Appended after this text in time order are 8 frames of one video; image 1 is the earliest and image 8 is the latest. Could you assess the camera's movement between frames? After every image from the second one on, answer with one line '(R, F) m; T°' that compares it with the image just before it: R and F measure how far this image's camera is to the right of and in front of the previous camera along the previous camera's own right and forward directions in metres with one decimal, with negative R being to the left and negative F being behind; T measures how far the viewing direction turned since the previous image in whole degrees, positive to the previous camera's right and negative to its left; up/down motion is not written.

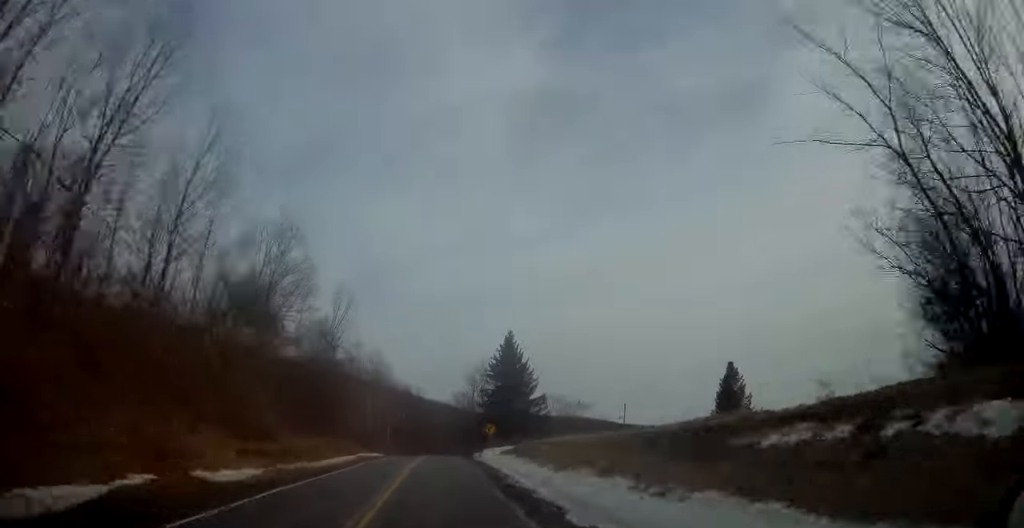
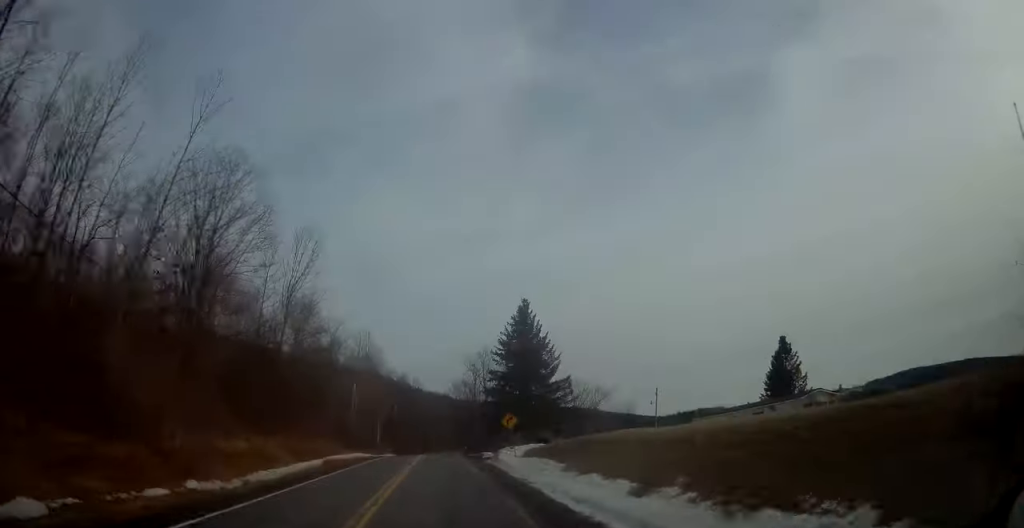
(+0.1, +13.5) m; +1°
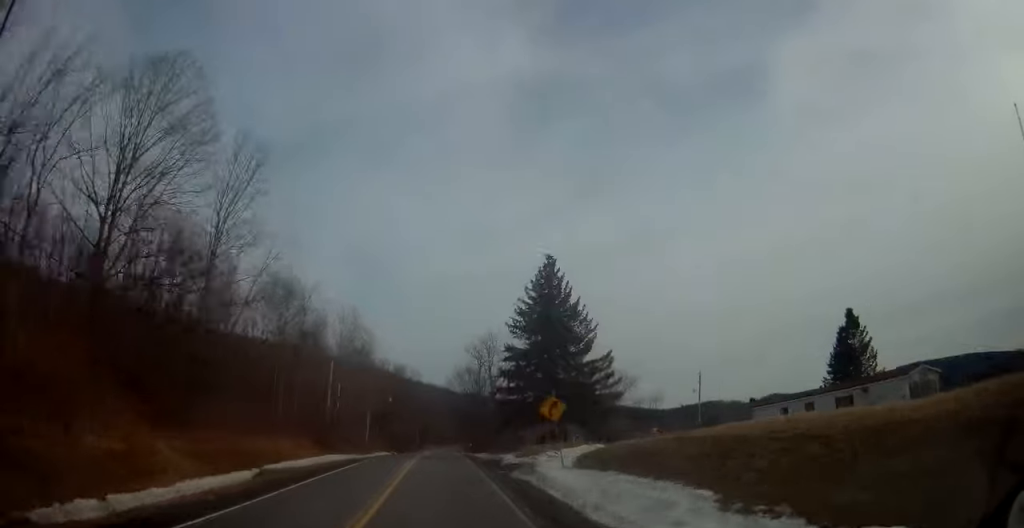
(0.0, +12.5) m; 0°
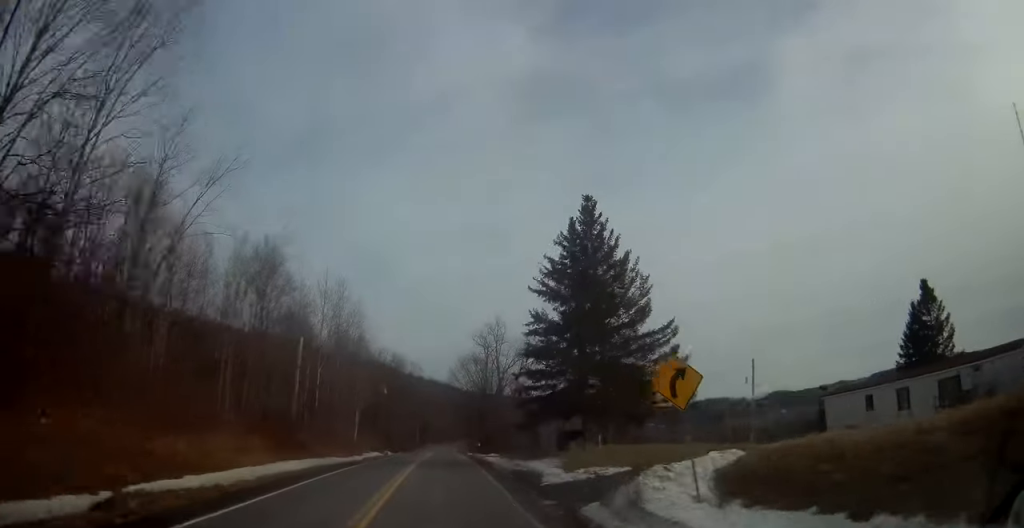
(0.0, +10.9) m; 0°
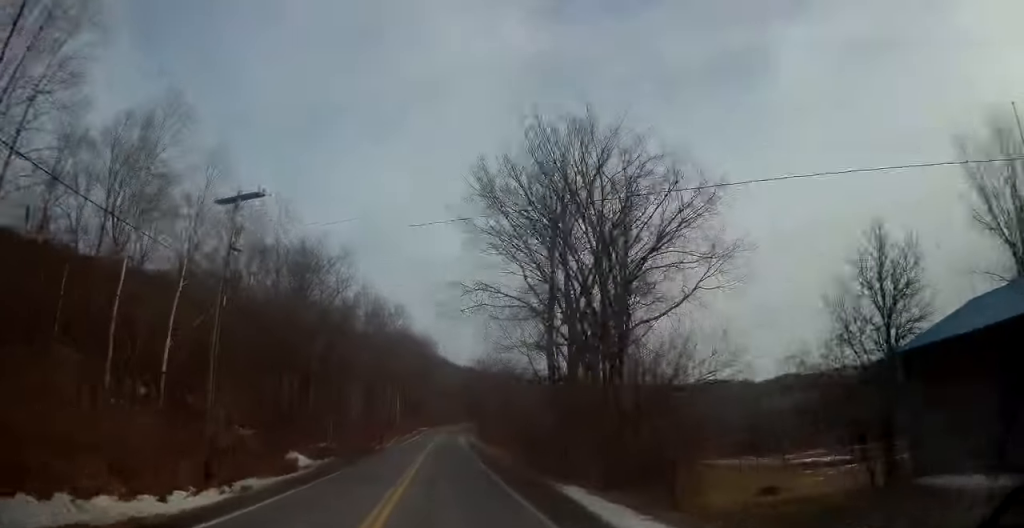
(-0.2, +56.7) m; 0°
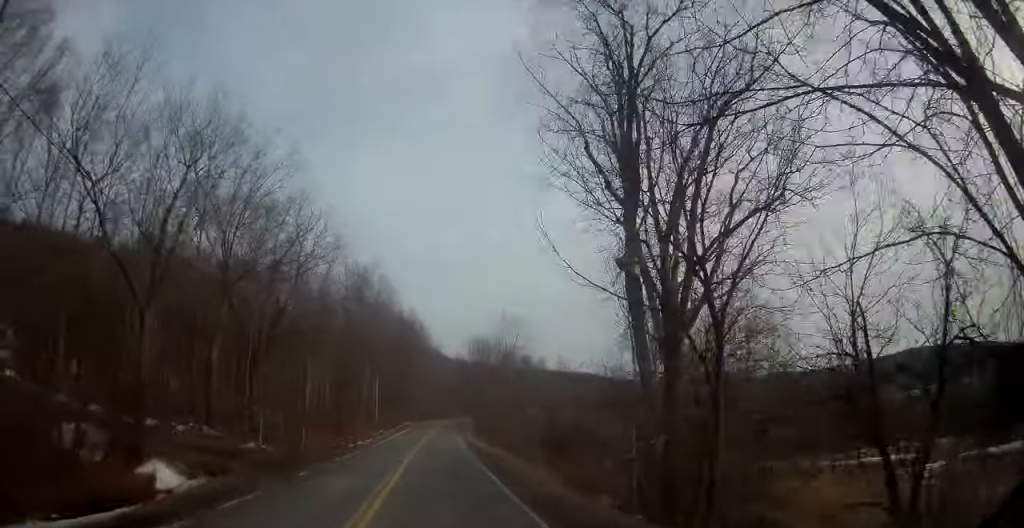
(+0.1, +17.3) m; 0°
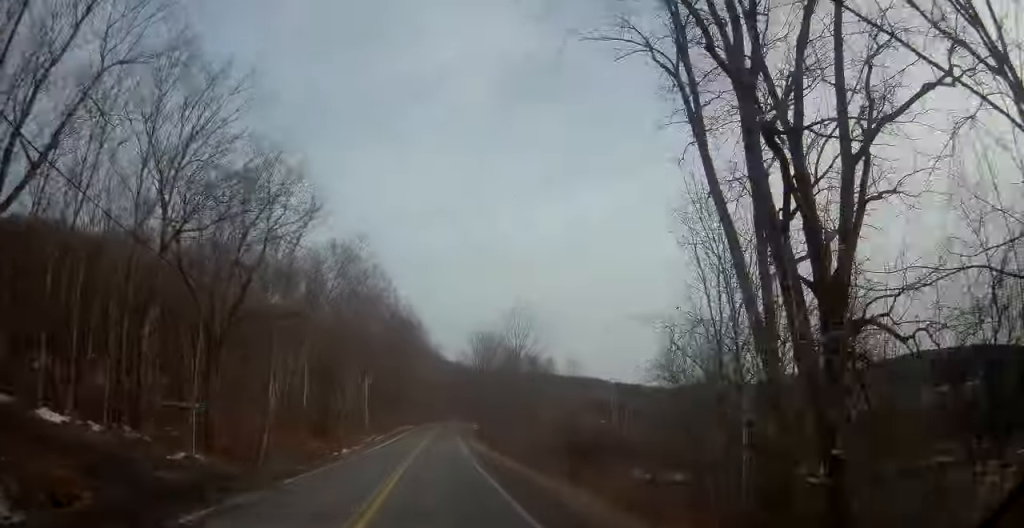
(-0.2, +9.1) m; 0°
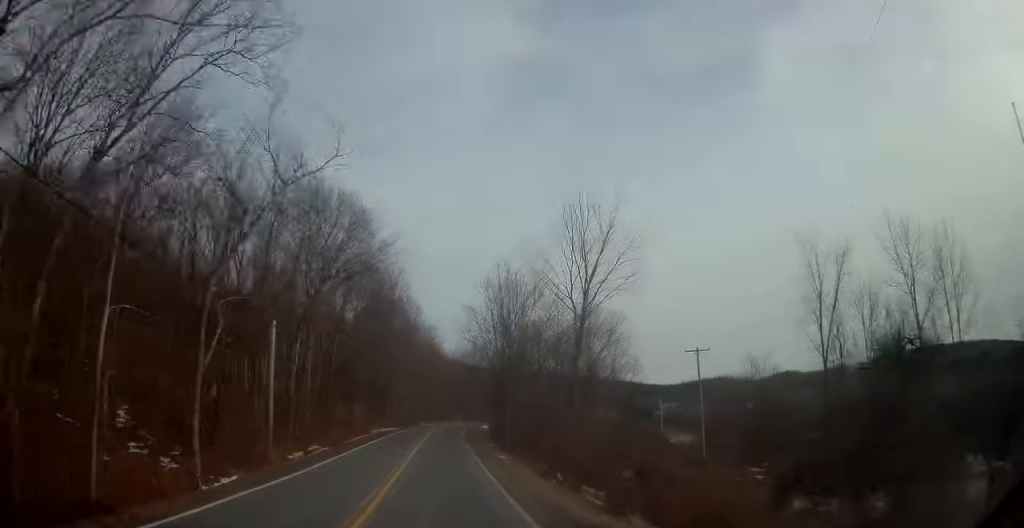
(+0.6, +30.1) m; +1°
